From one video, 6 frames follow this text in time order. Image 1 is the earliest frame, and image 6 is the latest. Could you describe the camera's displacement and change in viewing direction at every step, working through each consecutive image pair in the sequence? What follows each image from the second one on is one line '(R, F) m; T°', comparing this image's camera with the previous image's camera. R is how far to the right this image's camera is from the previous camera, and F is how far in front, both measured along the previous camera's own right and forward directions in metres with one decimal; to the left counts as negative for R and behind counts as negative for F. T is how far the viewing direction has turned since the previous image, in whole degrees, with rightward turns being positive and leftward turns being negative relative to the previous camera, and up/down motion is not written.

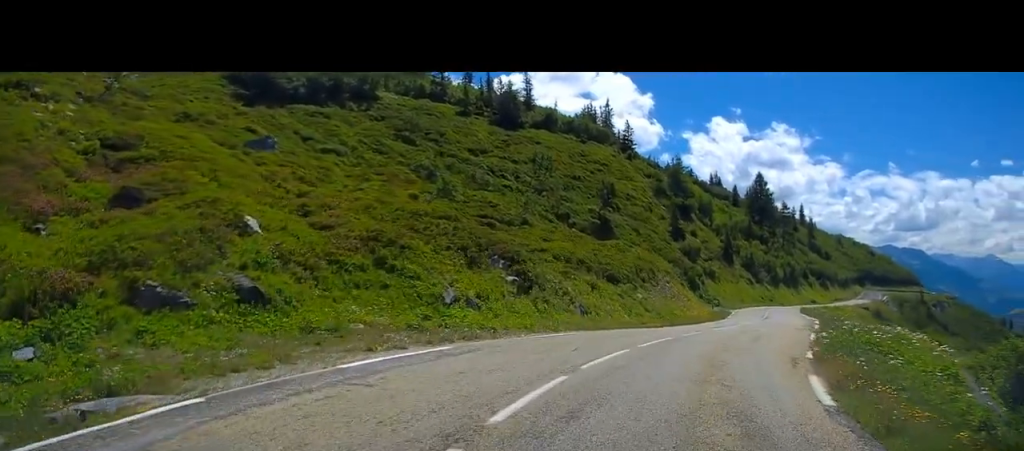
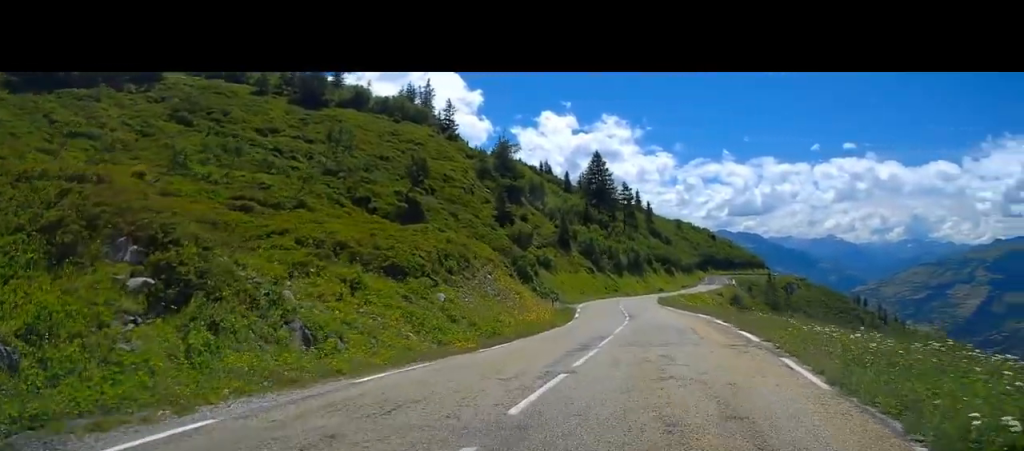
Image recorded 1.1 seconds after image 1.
(+1.5, +12.1) m; +13°
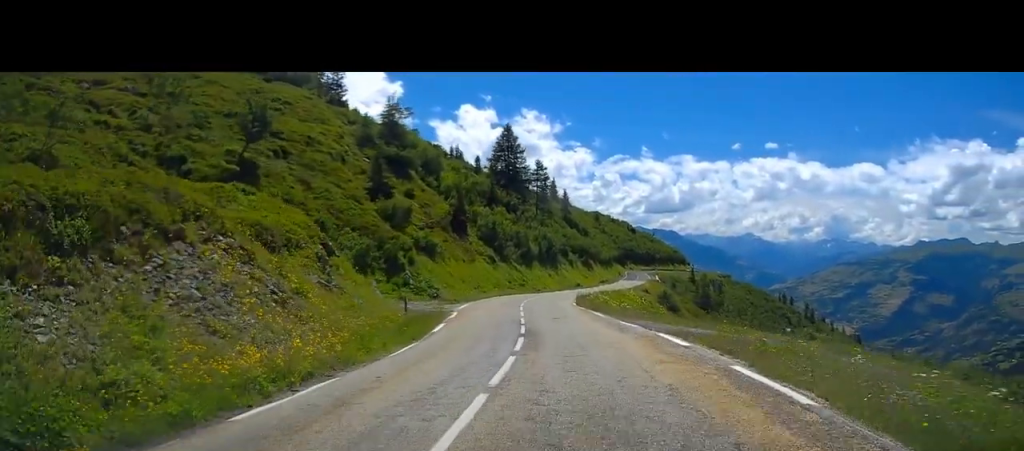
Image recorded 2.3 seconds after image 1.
(+1.8, +14.9) m; +9°
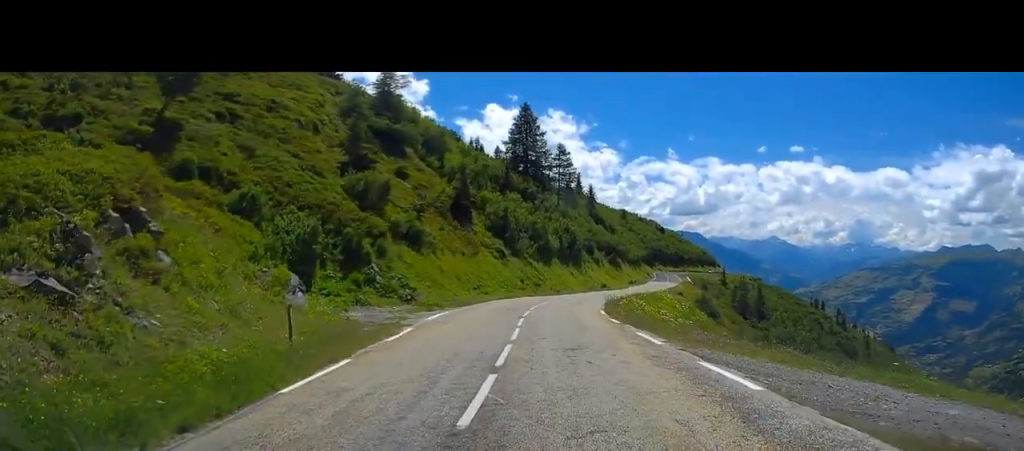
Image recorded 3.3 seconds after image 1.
(+0.2, +11.3) m; 0°
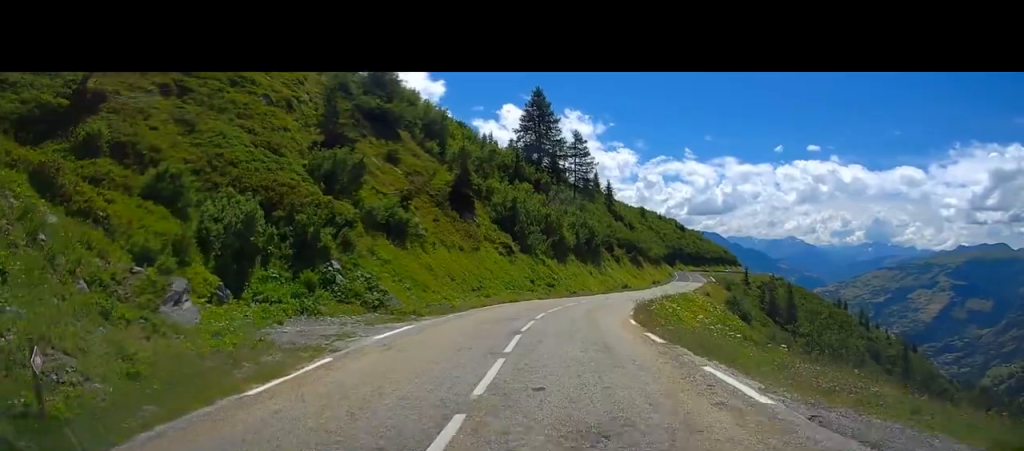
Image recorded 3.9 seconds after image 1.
(-0.1, +7.1) m; -1°
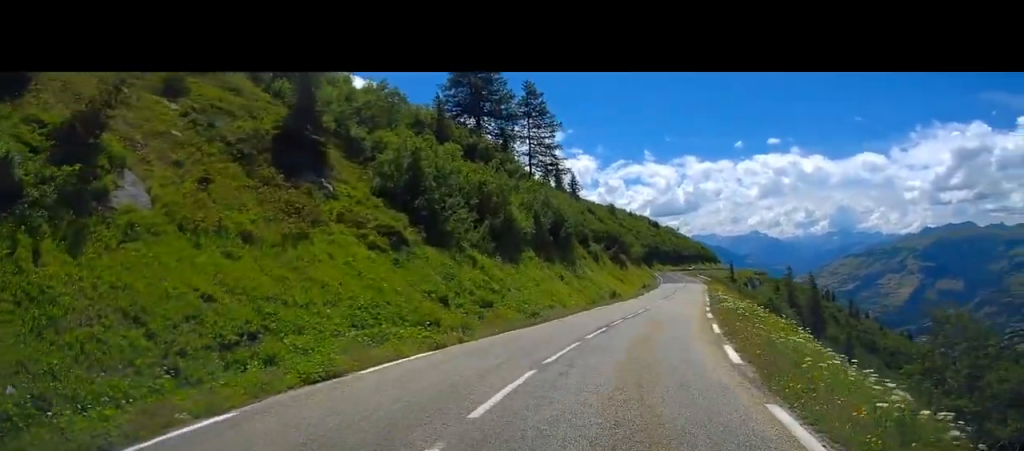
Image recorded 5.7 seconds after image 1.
(0.0, +23.1) m; 0°
